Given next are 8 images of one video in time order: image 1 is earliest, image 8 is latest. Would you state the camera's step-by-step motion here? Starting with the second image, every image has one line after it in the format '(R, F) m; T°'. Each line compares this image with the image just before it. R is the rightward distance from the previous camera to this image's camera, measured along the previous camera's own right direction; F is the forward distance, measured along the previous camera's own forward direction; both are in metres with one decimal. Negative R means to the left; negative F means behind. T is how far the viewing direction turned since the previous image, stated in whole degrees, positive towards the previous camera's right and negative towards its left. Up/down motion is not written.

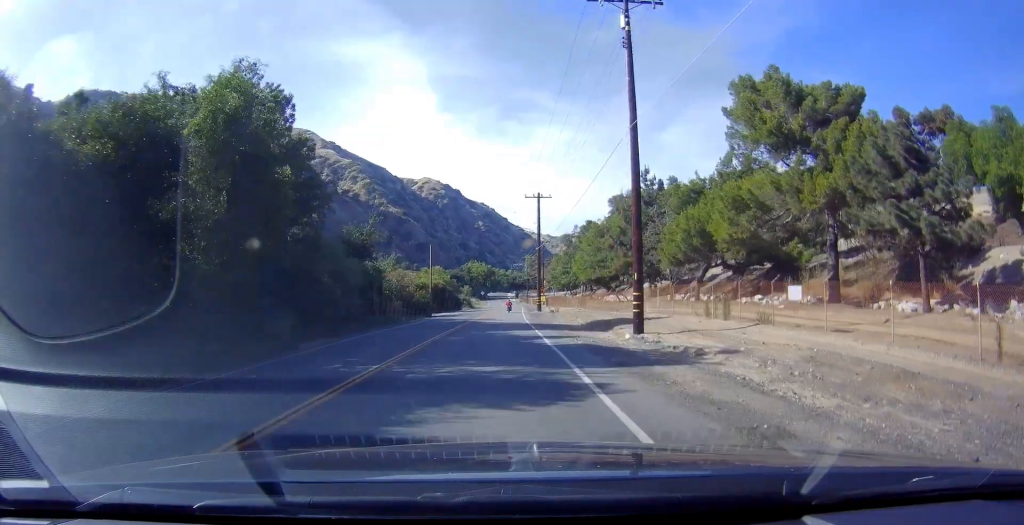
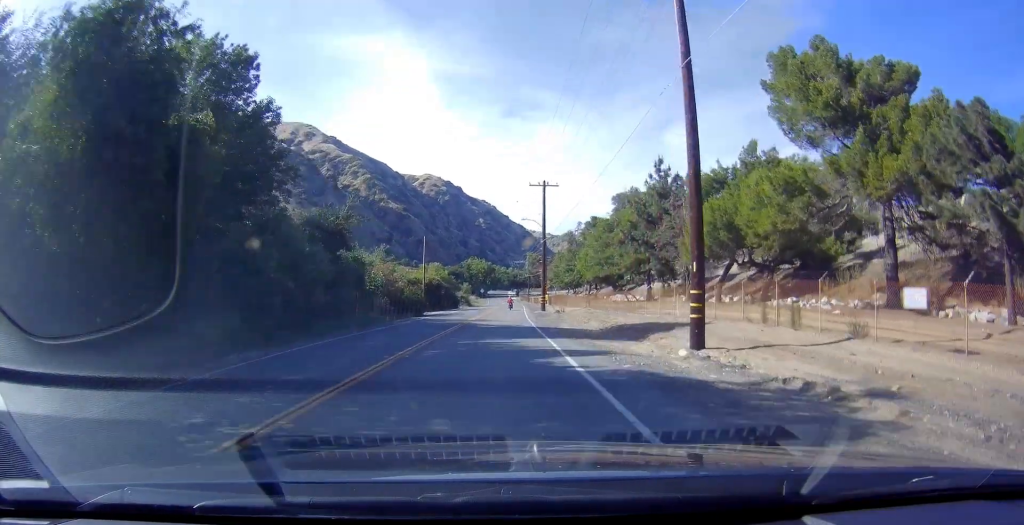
(+0.2, +6.7) m; +1°
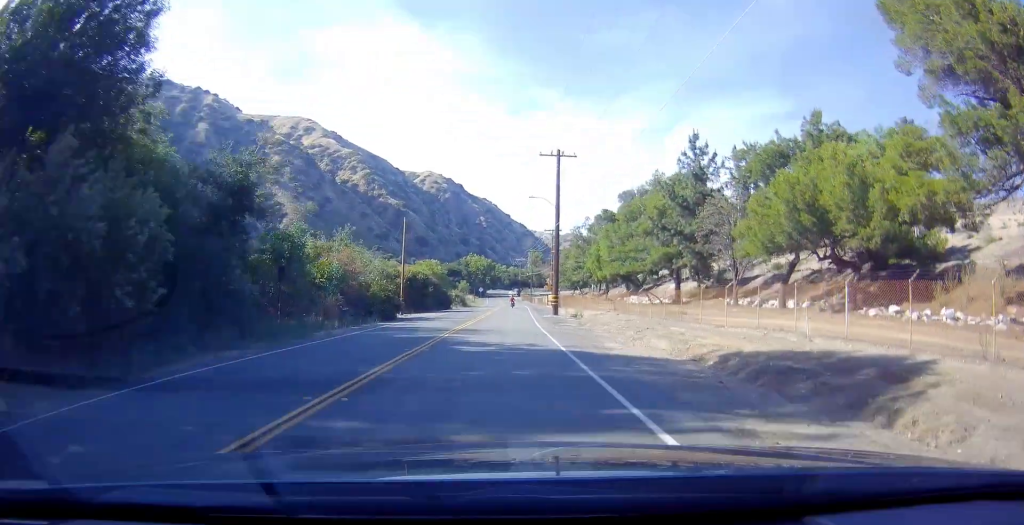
(+0.2, +13.3) m; 0°
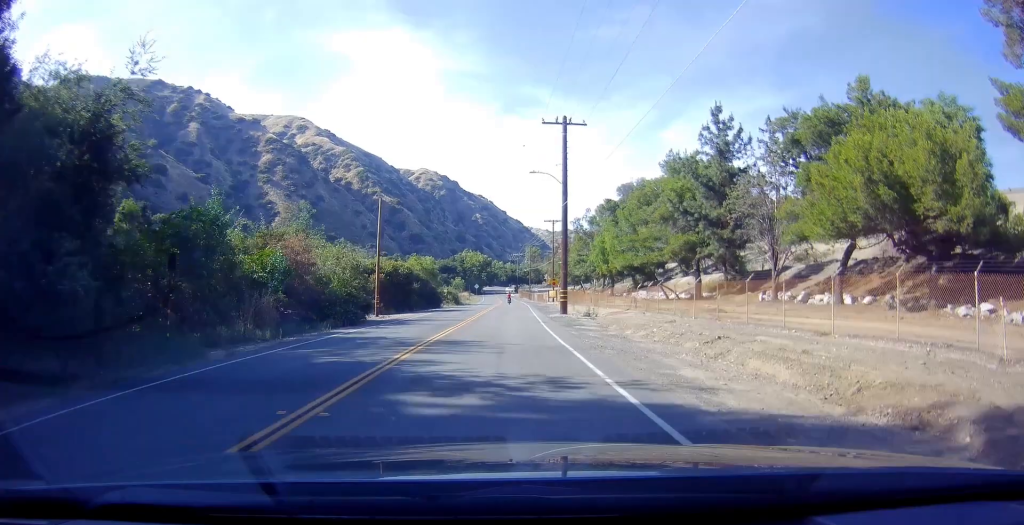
(+0.1, +7.9) m; -1°
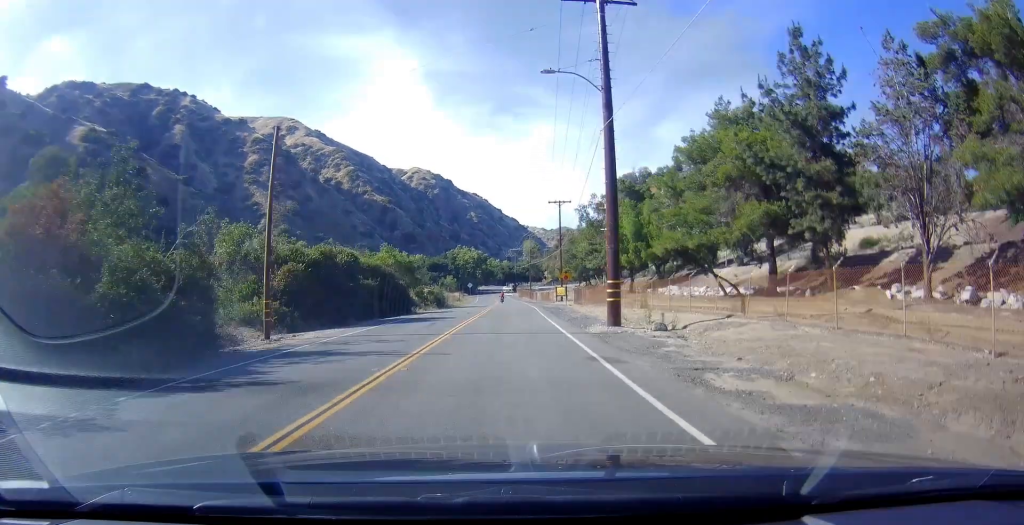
(-0.4, +17.4) m; -2°
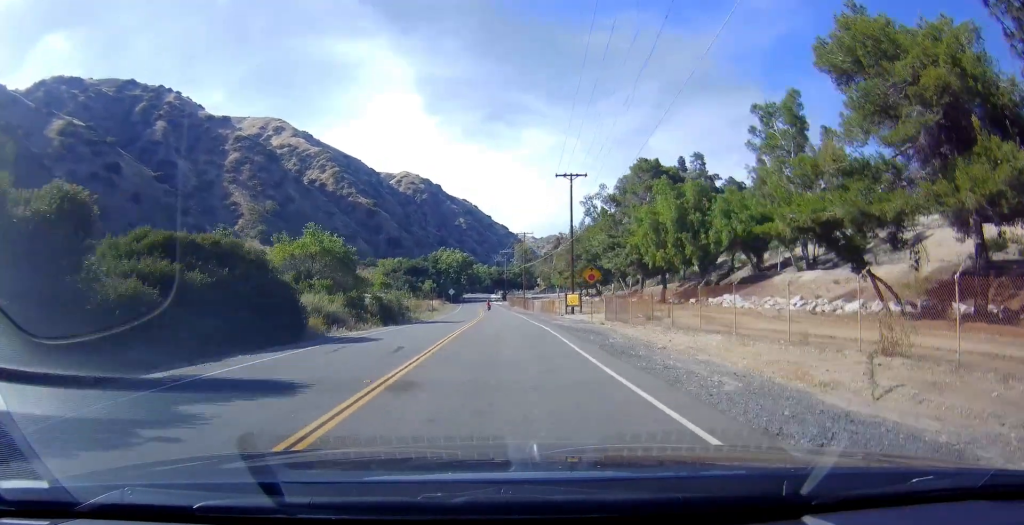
(-0.1, +21.8) m; 0°
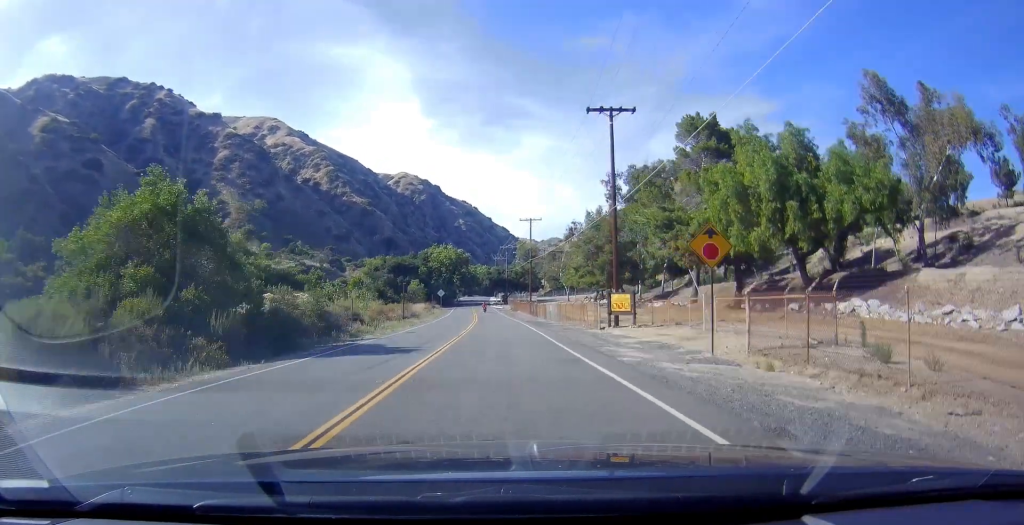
(+0.1, +20.9) m; +1°
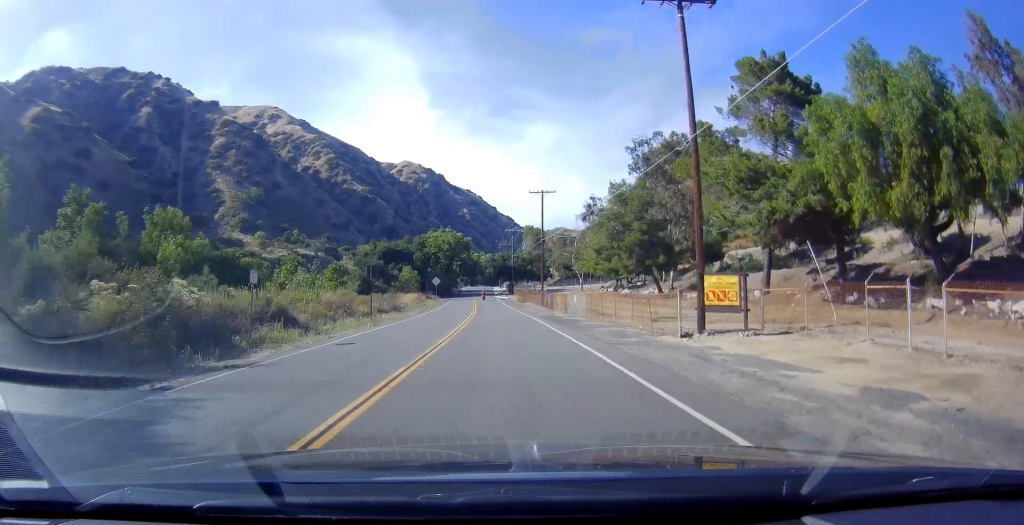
(0.0, +13.9) m; 0°
